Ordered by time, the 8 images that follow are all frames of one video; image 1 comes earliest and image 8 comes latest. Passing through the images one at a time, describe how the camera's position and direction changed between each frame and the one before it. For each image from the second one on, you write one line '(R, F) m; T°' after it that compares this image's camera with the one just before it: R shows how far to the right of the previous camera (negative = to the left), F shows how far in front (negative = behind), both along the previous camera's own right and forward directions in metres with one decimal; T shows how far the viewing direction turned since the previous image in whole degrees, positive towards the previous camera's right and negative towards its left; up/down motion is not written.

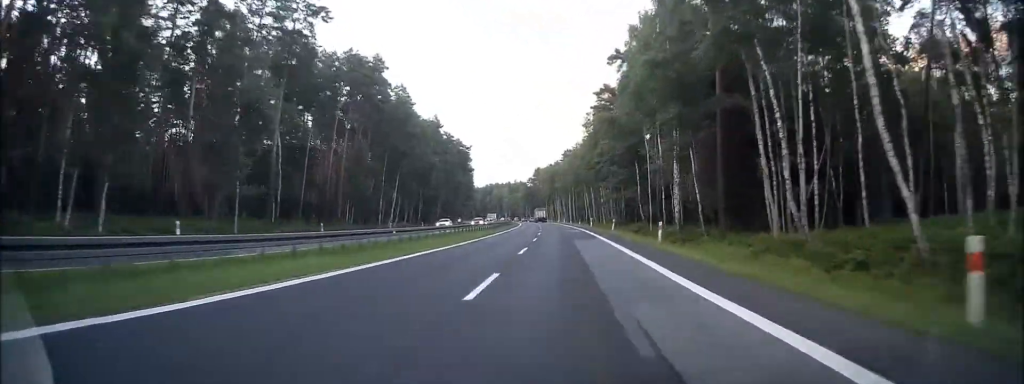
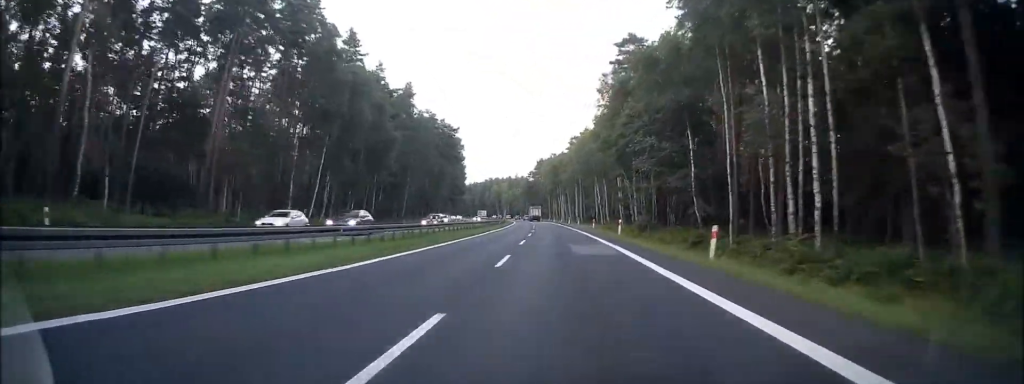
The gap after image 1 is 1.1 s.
(0.0, +29.8) m; 0°
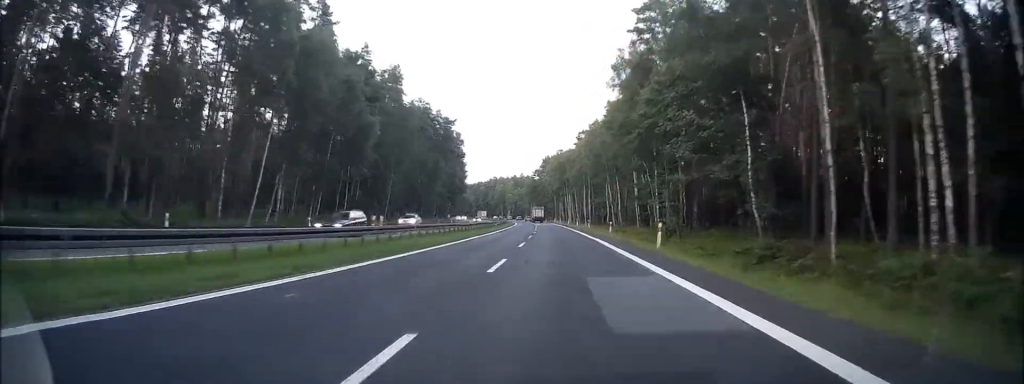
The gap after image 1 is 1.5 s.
(0.0, +13.1) m; -1°
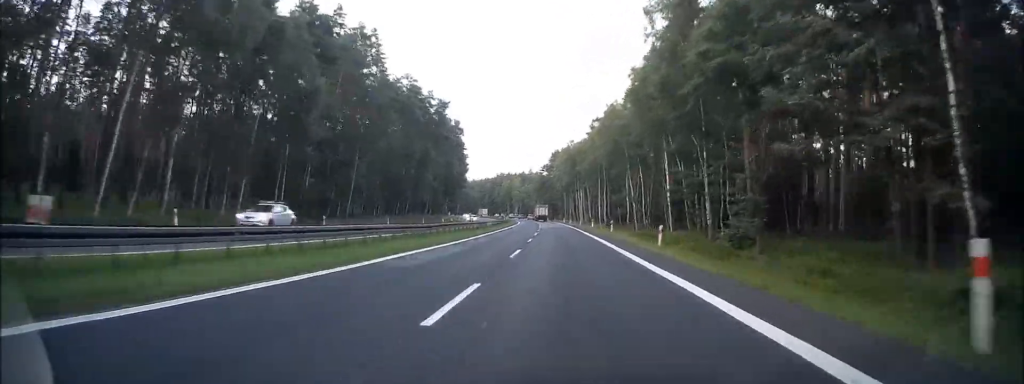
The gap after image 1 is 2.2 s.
(-0.1, +18.8) m; -1°
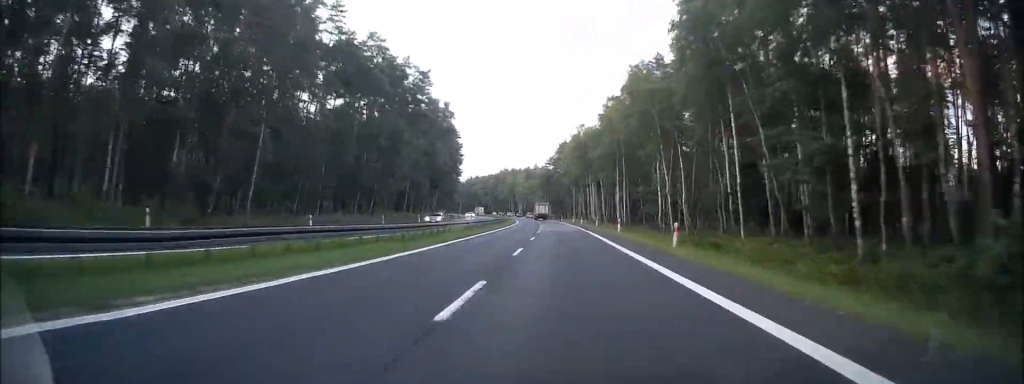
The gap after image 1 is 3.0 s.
(-0.4, +23.4) m; -1°
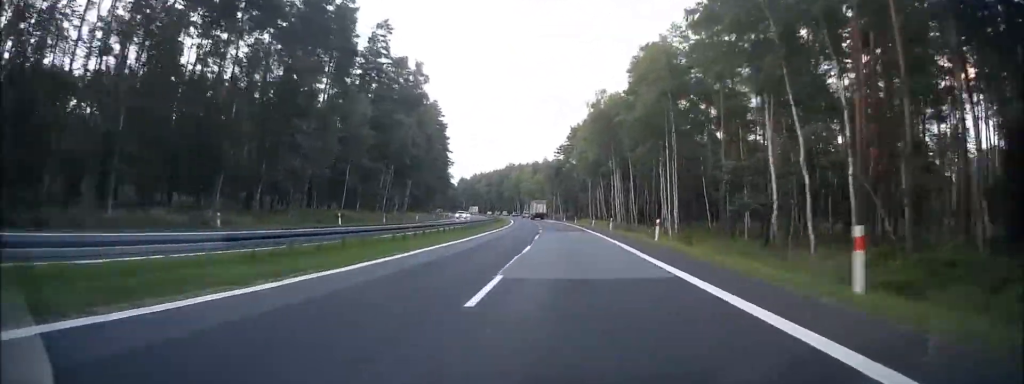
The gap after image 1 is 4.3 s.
(-0.3, +34.6) m; -1°
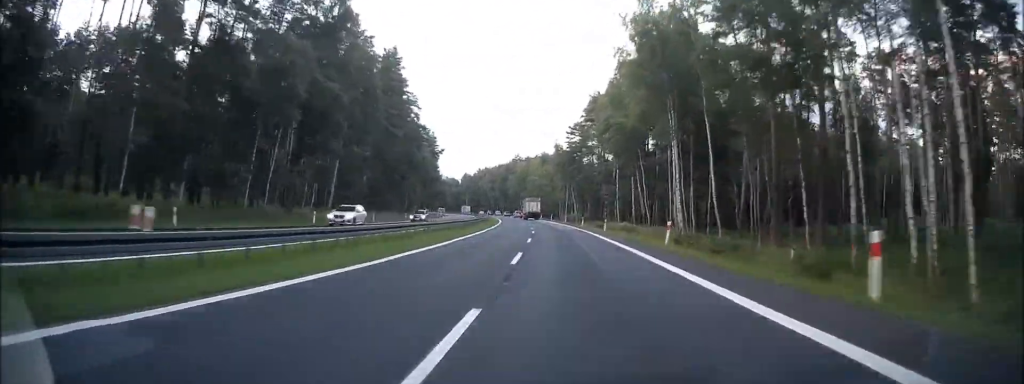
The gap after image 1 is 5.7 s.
(-0.5, +40.5) m; -2°
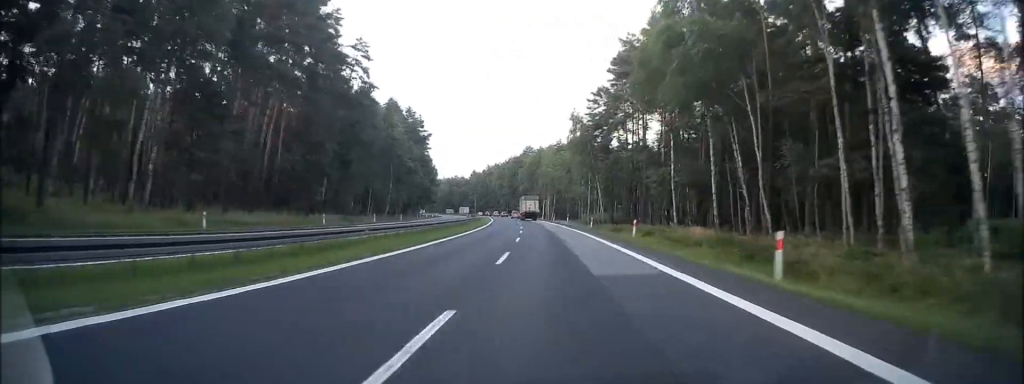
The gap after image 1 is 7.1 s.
(-0.6, +36.0) m; -2°
